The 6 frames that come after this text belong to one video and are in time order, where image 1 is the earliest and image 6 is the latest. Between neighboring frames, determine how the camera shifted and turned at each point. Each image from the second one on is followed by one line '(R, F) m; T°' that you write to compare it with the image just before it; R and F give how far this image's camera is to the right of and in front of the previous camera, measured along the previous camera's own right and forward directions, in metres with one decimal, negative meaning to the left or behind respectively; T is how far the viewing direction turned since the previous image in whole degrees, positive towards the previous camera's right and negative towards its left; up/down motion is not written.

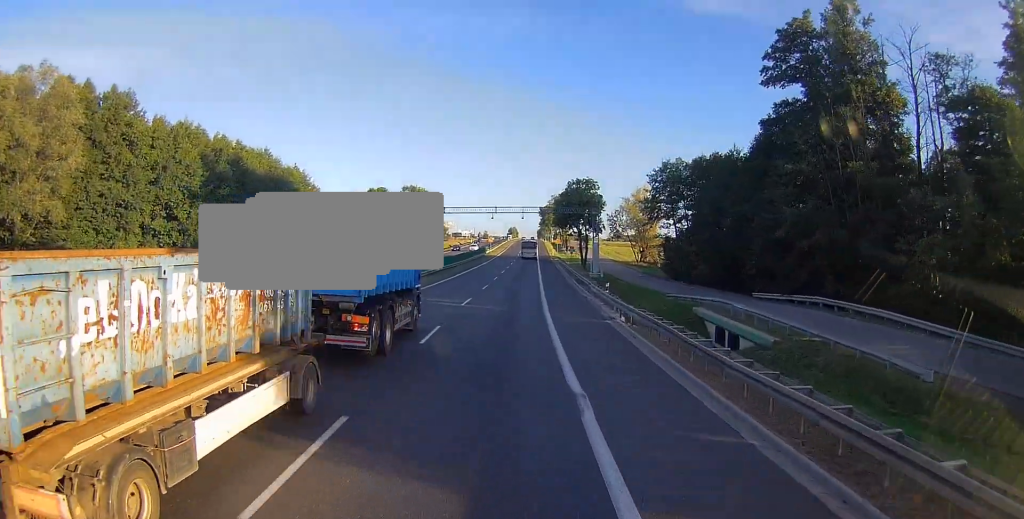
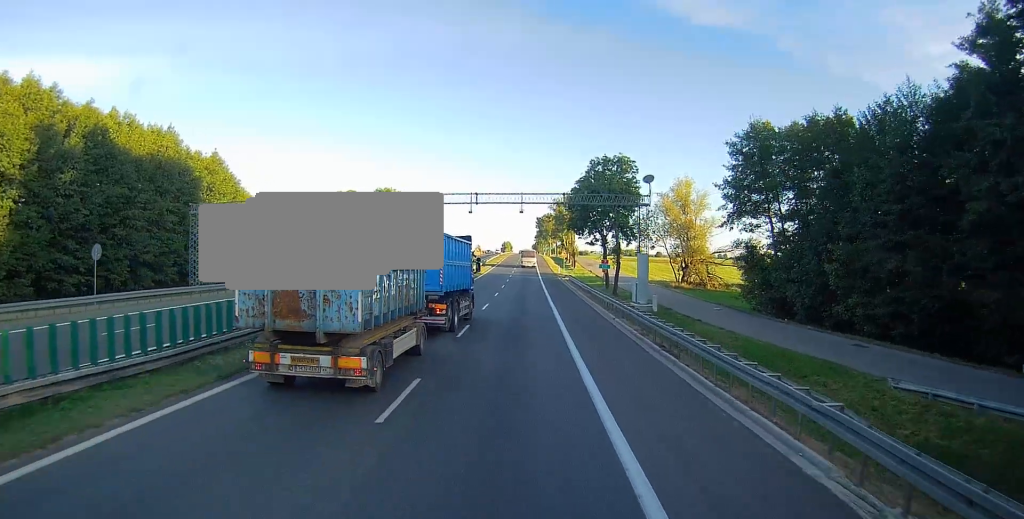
(+0.1, +30.9) m; +1°
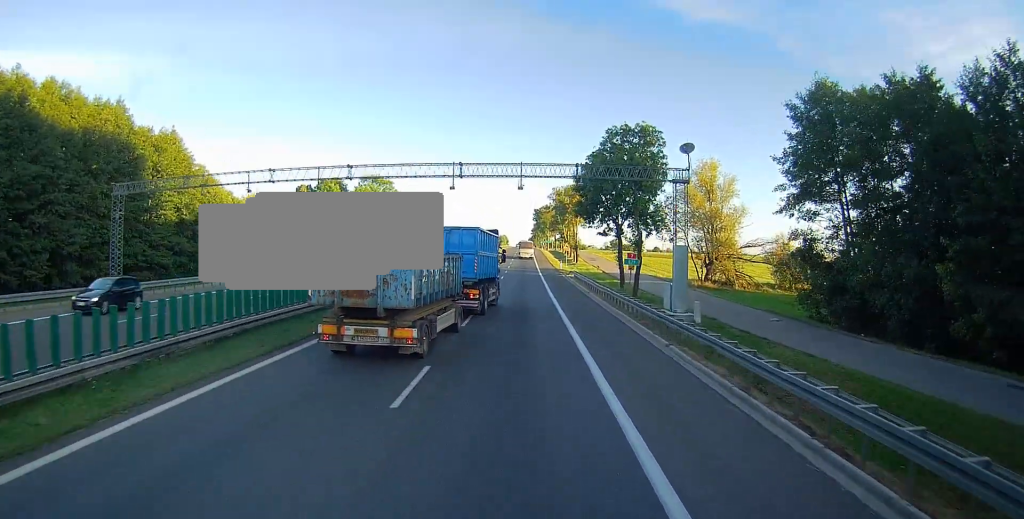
(+0.1, +11.4) m; +1°
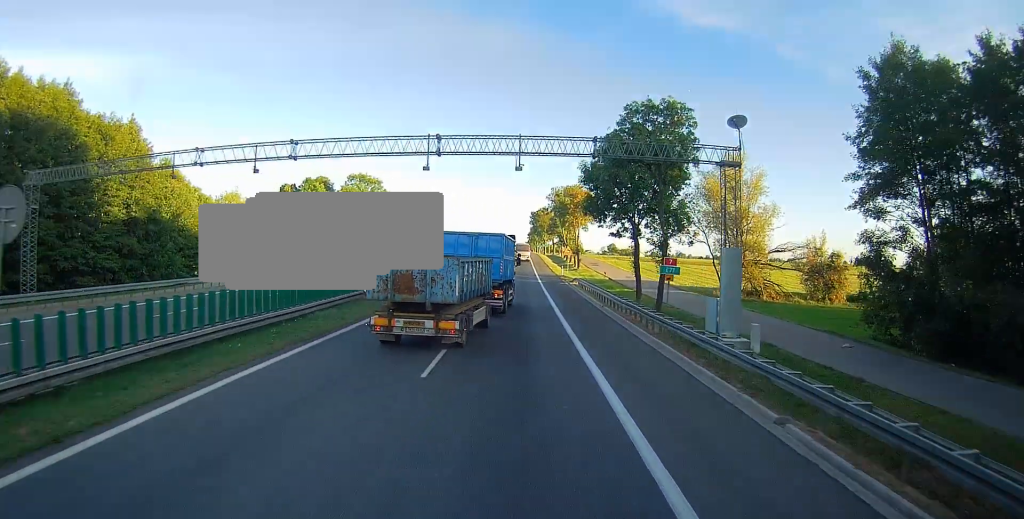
(0.0, +8.9) m; +1°
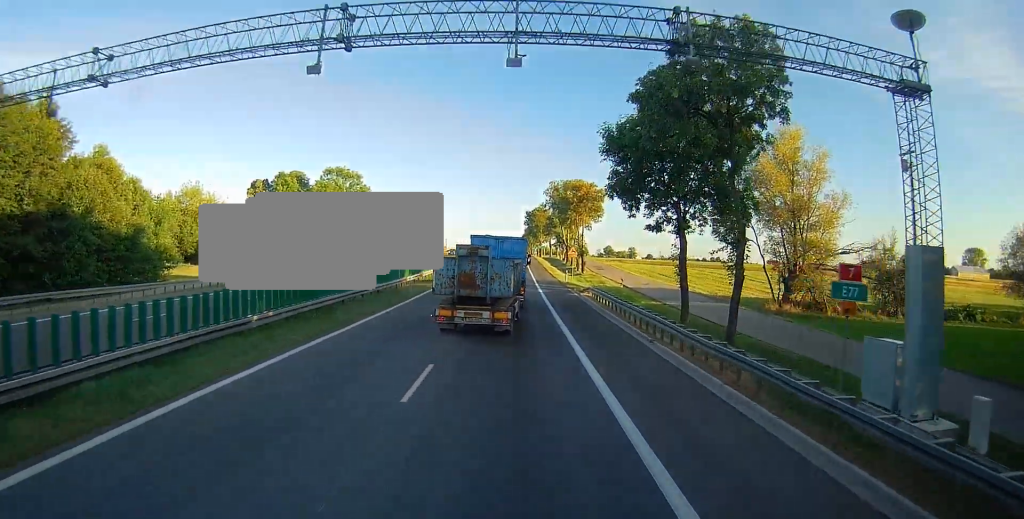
(+0.1, +13.8) m; +1°
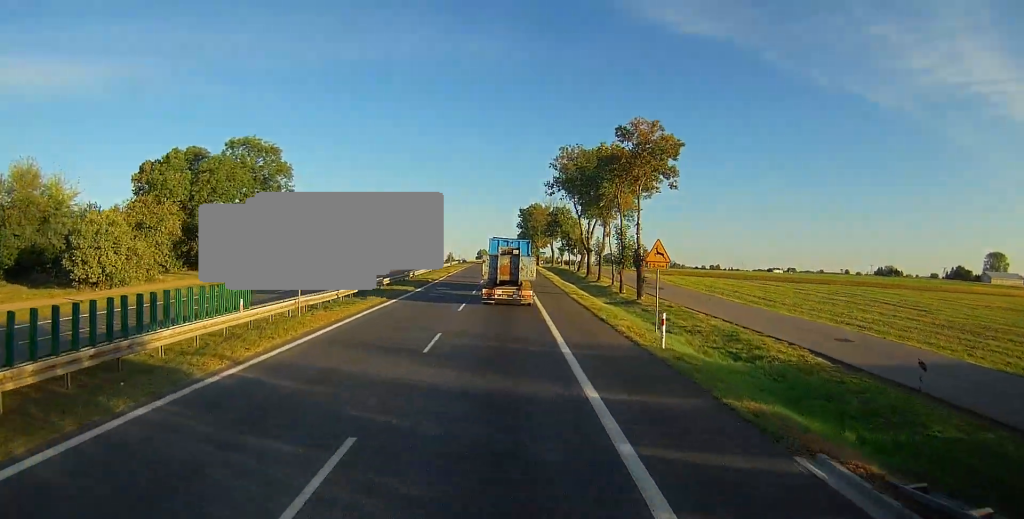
(+0.1, +41.4) m; 0°
